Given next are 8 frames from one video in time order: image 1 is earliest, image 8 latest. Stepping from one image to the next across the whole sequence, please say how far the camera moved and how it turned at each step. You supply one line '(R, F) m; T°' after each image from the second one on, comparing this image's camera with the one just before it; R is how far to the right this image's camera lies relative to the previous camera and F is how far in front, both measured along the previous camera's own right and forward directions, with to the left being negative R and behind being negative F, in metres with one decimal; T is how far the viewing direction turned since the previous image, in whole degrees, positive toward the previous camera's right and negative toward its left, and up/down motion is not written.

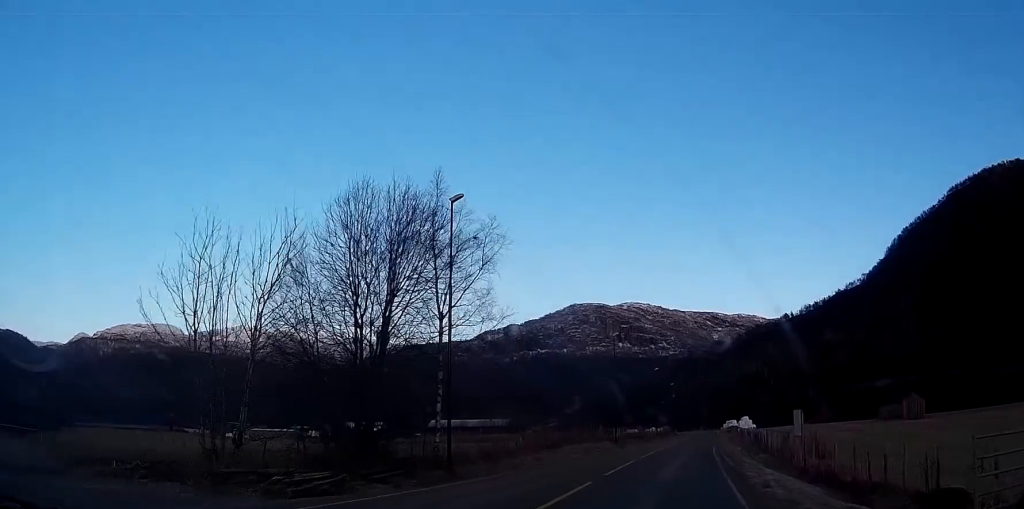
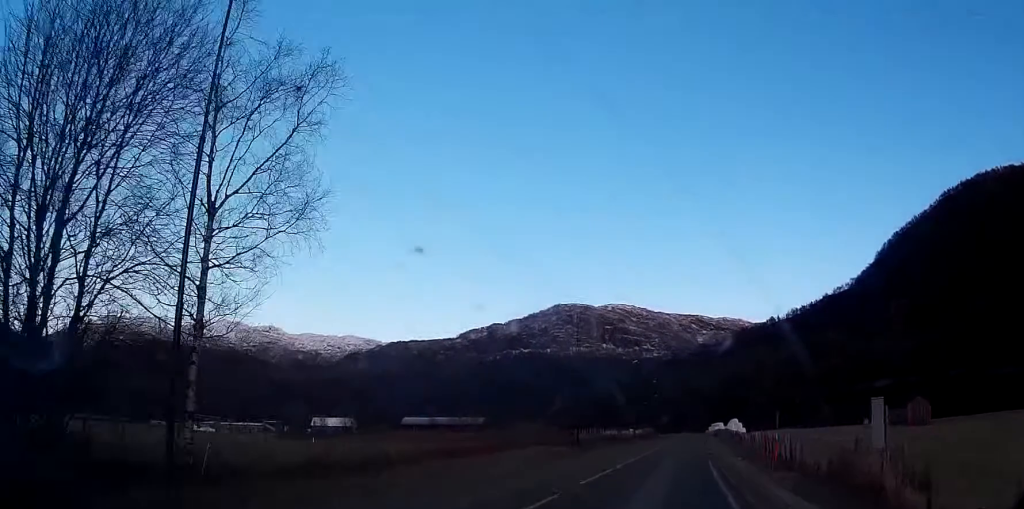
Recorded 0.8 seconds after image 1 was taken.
(+0.2, +15.0) m; +1°
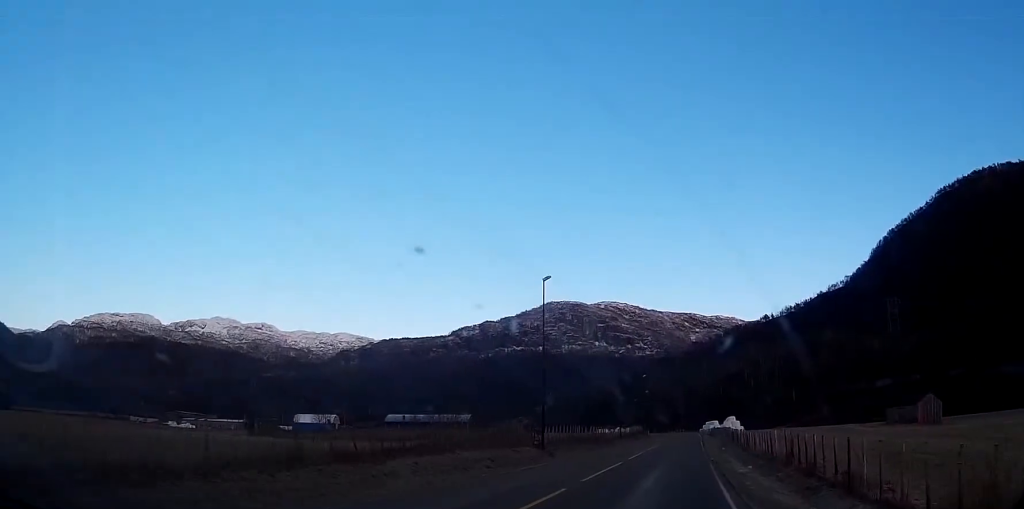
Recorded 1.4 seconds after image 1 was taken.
(0.0, +10.7) m; 0°
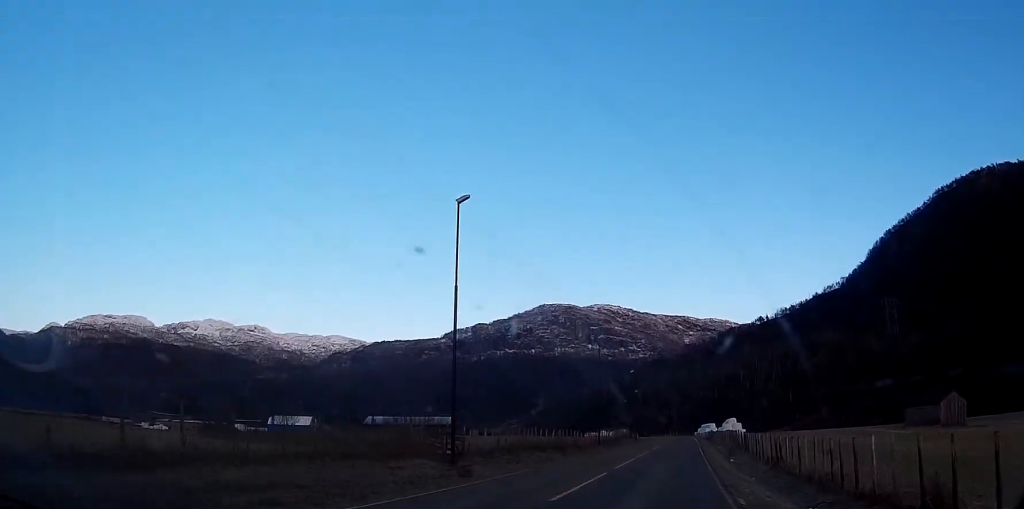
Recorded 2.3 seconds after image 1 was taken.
(+0.1, +16.0) m; +1°
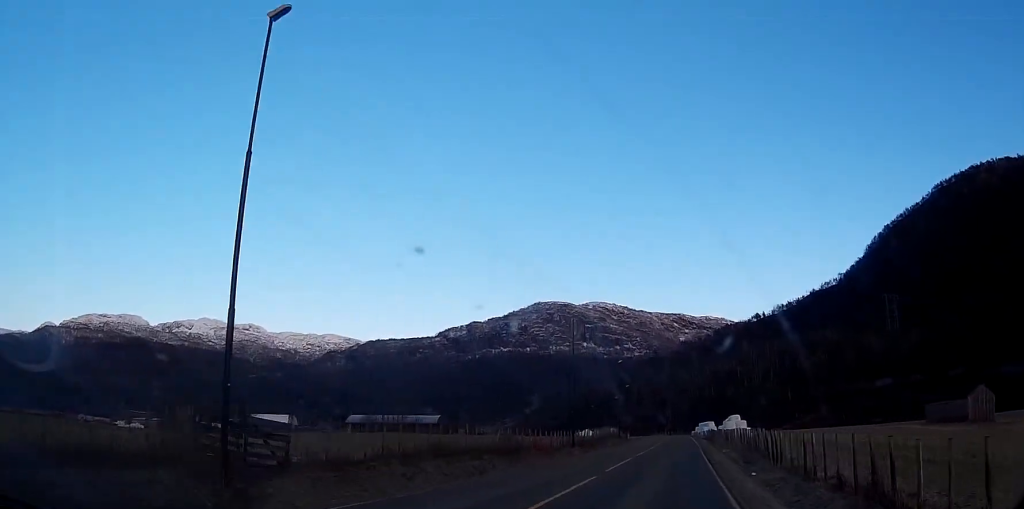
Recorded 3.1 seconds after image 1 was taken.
(+0.1, +14.2) m; 0°
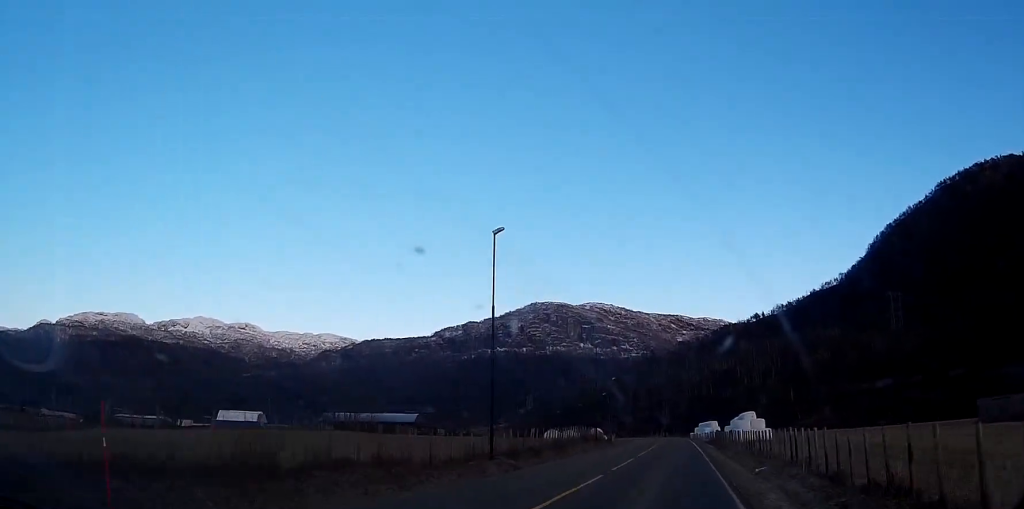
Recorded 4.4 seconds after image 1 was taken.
(0.0, +23.0) m; 0°
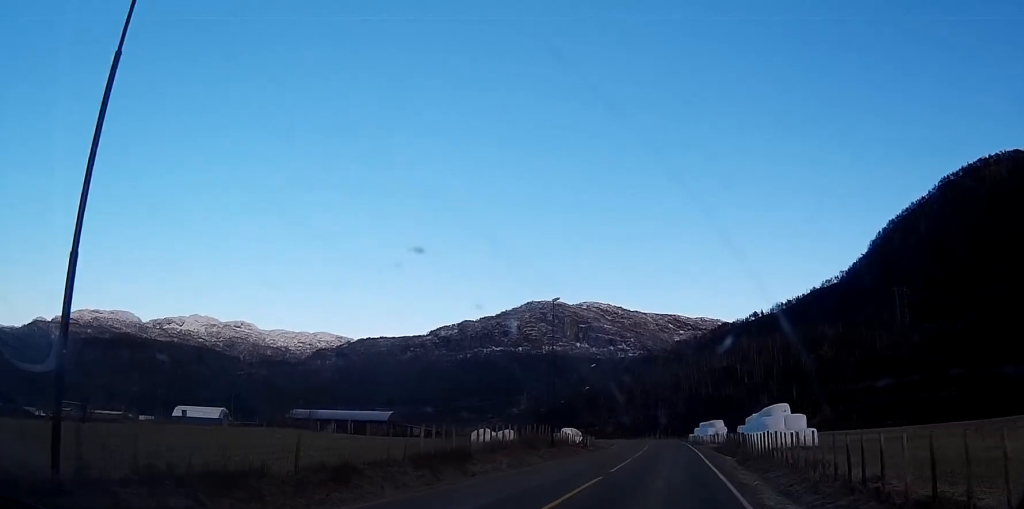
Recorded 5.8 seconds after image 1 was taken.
(+0.2, +24.1) m; +1°
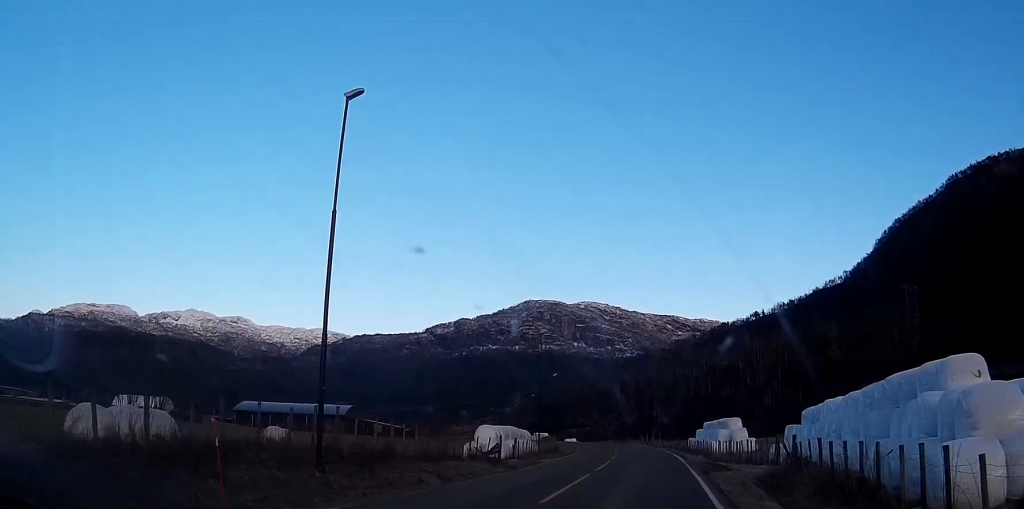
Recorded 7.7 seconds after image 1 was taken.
(0.0, +32.5) m; -1°
